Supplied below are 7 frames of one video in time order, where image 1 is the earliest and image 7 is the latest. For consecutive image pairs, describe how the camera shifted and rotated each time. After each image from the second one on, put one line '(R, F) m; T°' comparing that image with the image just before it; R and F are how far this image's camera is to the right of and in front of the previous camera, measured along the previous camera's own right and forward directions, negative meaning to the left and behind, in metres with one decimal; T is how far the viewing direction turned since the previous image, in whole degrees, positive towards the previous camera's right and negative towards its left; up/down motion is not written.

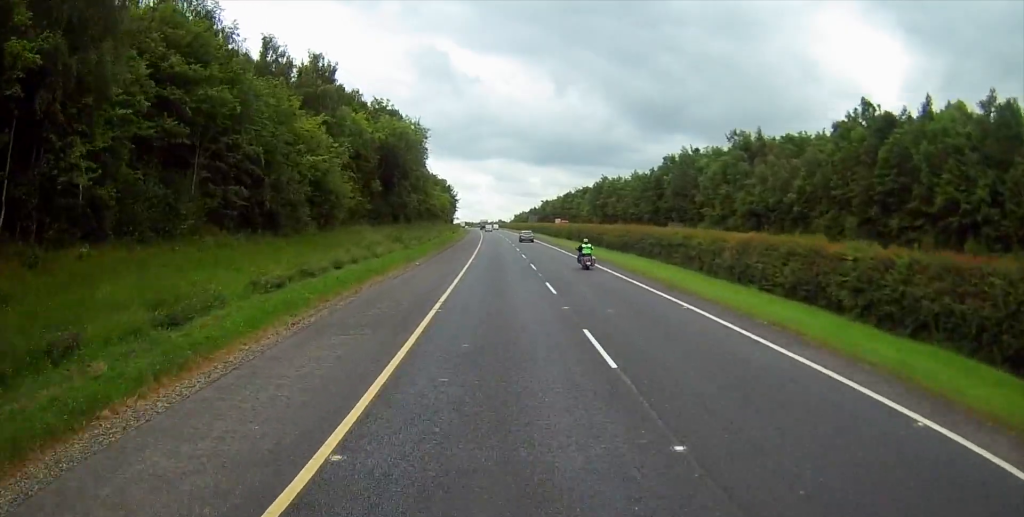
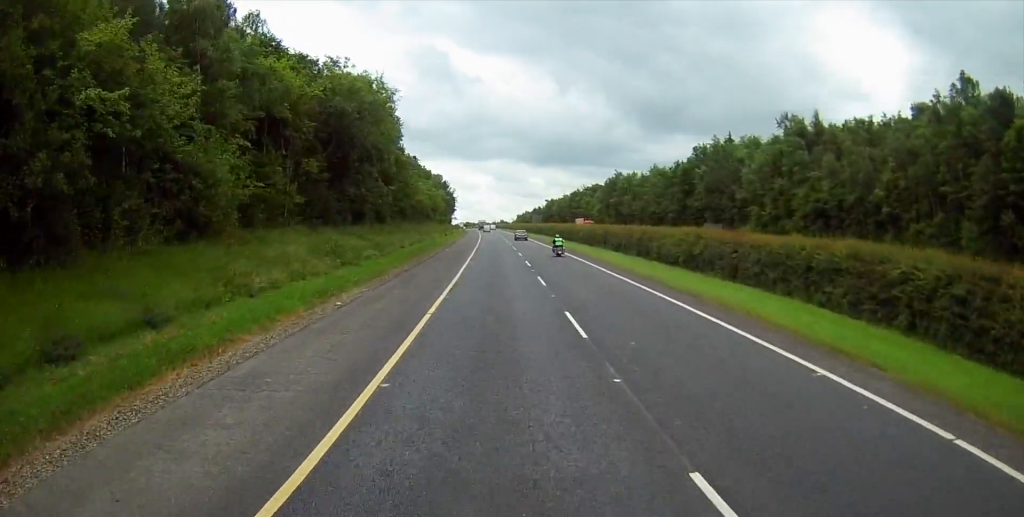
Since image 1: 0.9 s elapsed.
(+0.1, +21.0) m; -1°
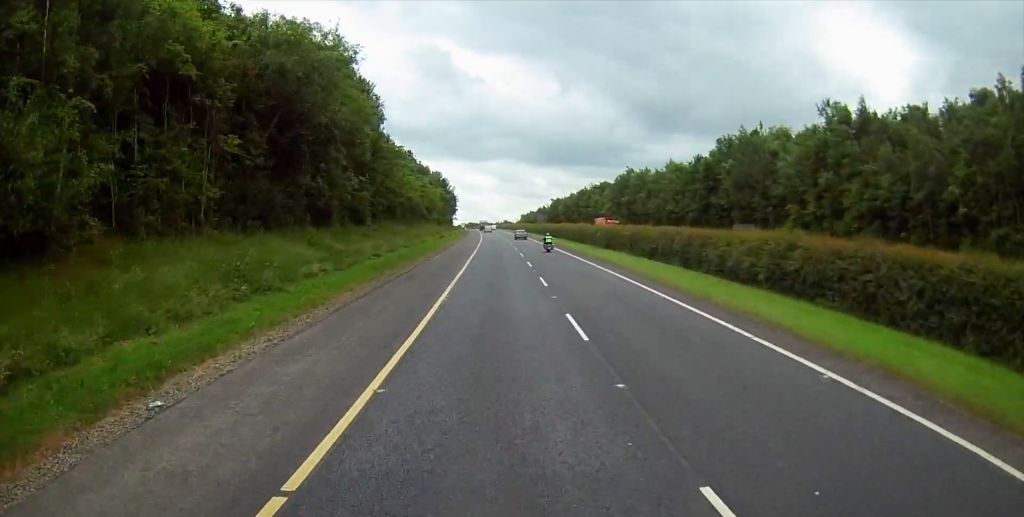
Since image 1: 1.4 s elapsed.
(-0.2, +12.3) m; -1°
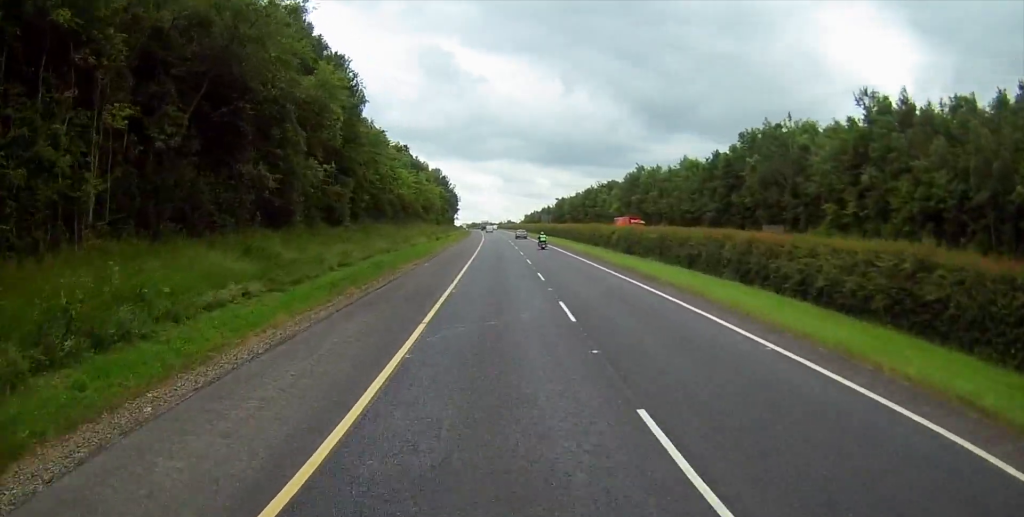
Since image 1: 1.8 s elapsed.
(-0.1, +9.2) m; 0°
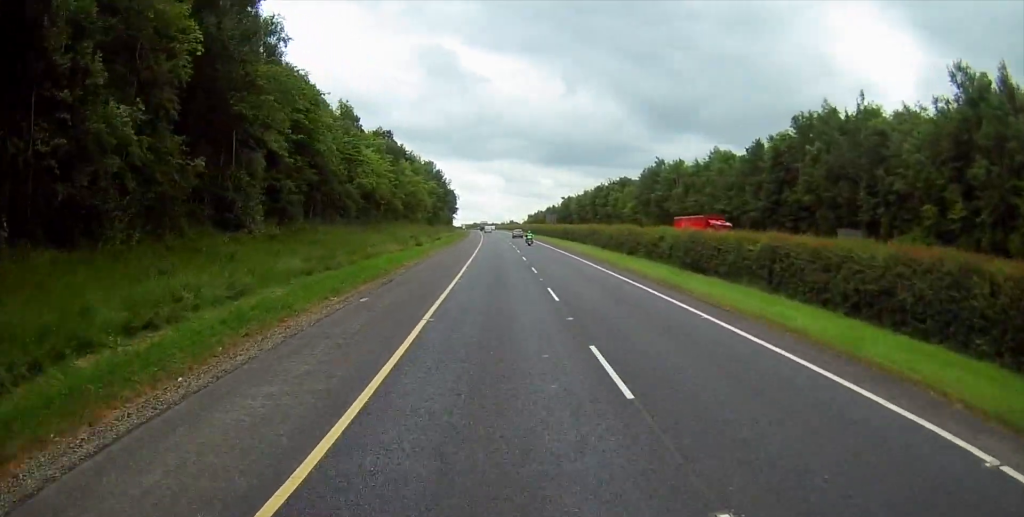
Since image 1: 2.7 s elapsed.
(-0.1, +19.1) m; 0°
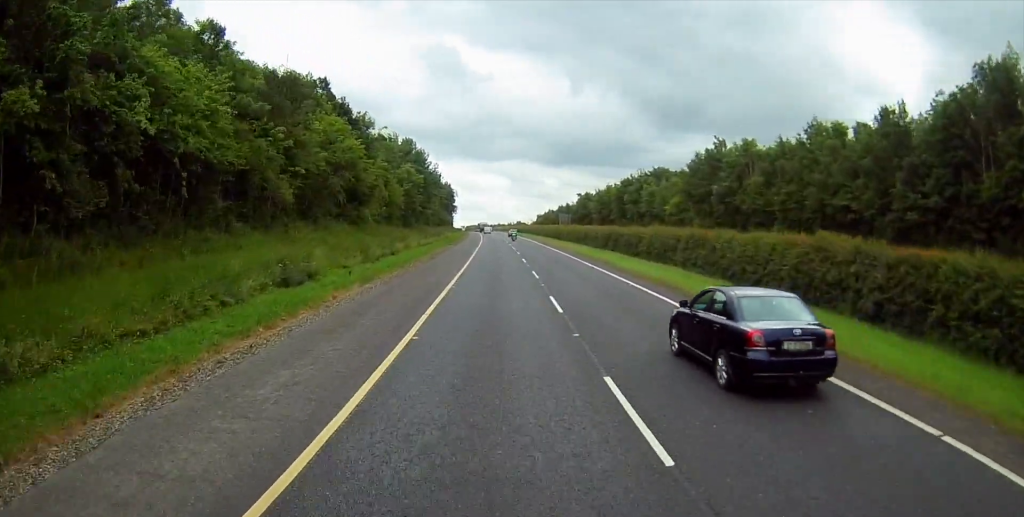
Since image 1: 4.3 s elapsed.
(0.0, +38.4) m; 0°
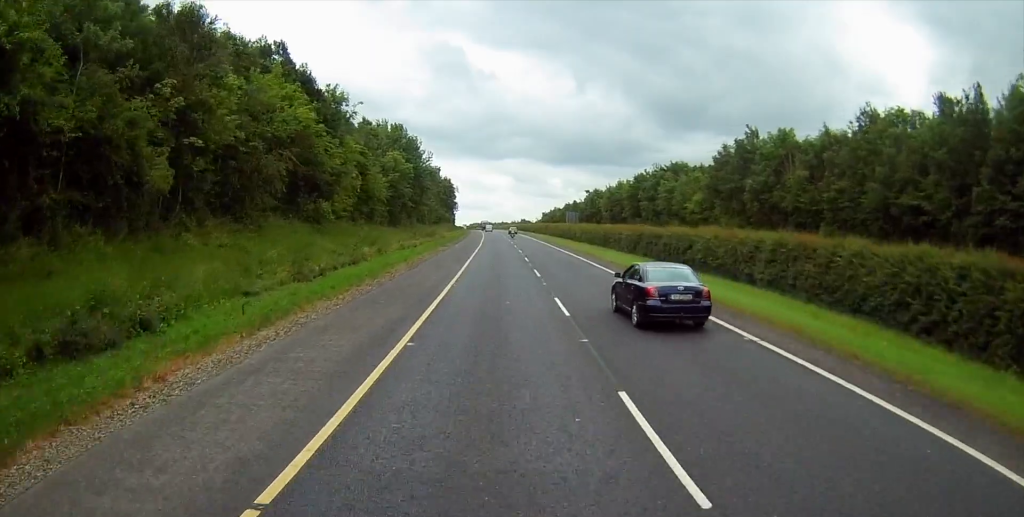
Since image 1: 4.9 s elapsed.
(0.0, +13.0) m; 0°
